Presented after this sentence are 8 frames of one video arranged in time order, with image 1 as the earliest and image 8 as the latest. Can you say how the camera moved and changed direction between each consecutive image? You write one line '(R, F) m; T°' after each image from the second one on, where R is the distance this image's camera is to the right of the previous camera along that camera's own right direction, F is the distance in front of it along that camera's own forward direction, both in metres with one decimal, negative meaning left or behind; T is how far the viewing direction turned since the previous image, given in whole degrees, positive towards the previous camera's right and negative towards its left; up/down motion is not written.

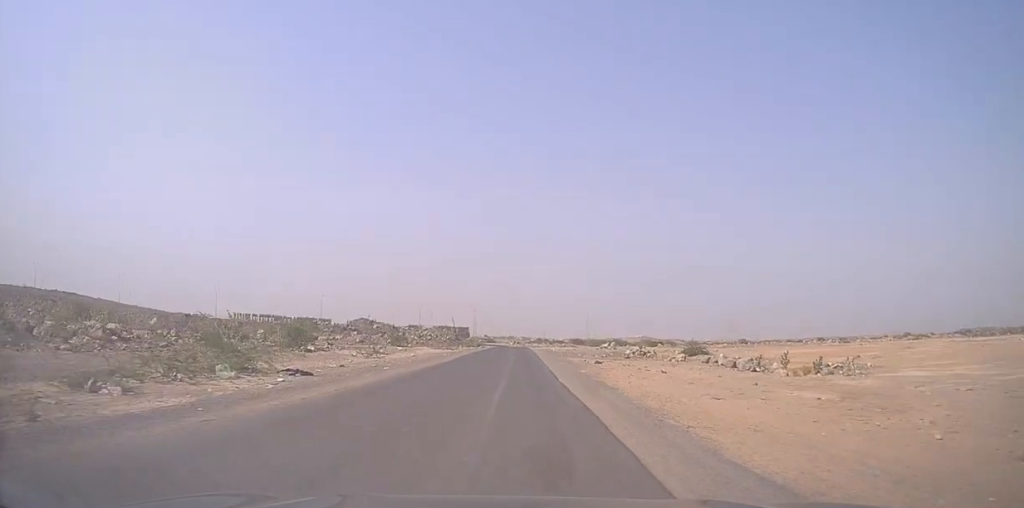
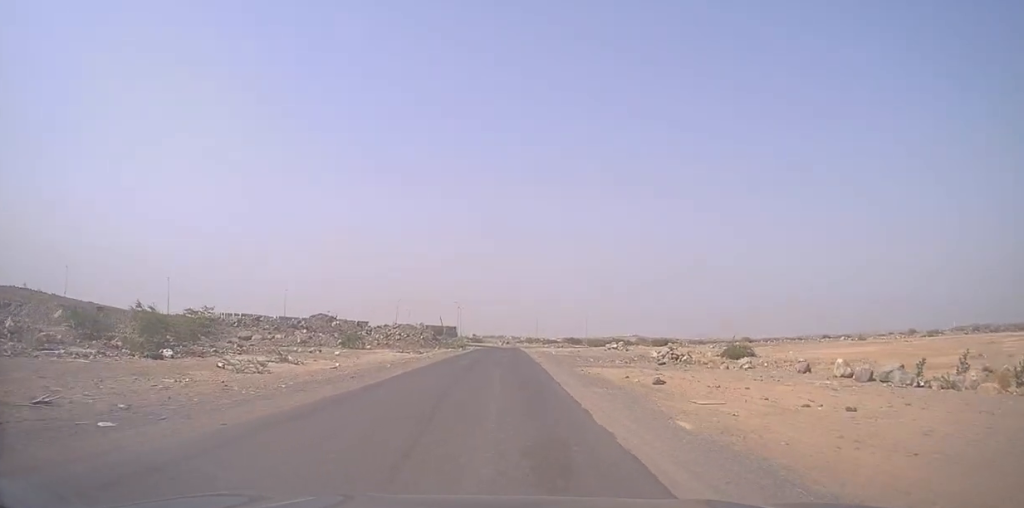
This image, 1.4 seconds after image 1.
(0.0, +20.4) m; 0°
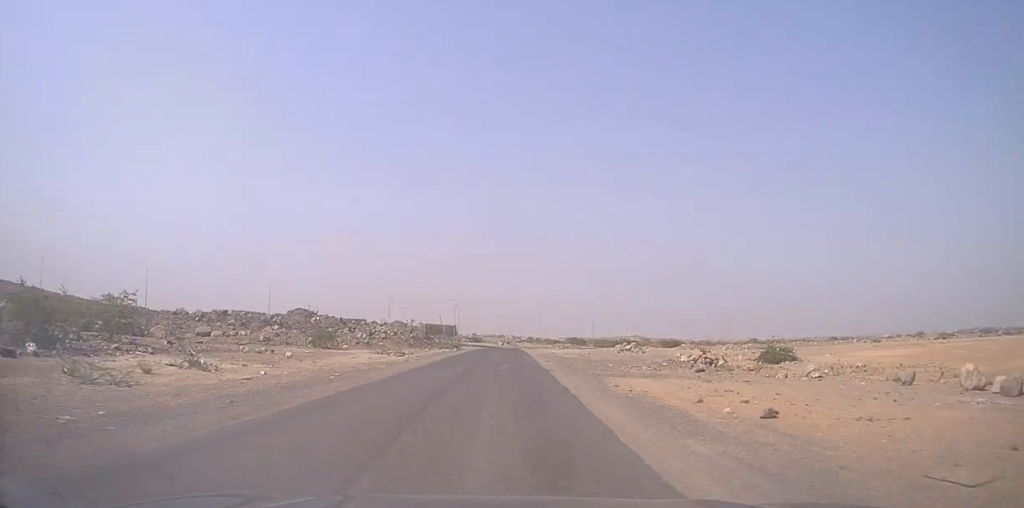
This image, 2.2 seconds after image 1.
(0.0, +10.3) m; +1°
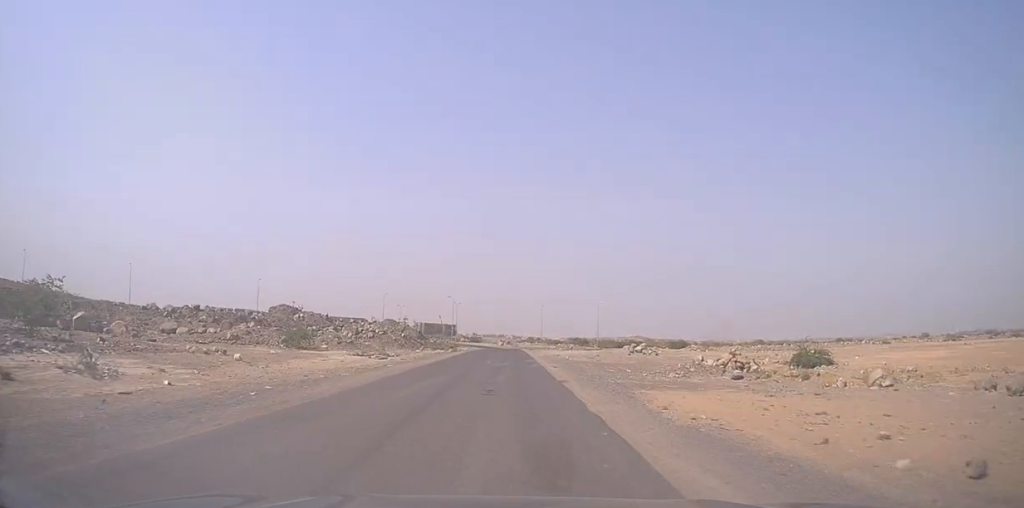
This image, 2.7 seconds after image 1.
(0.0, +7.0) m; 0°
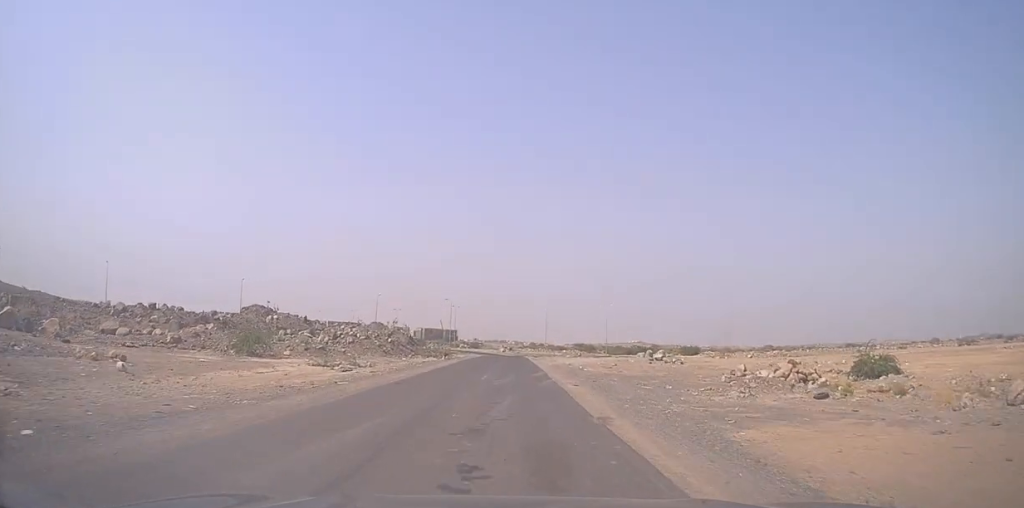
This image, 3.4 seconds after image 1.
(+0.3, +9.7) m; -1°
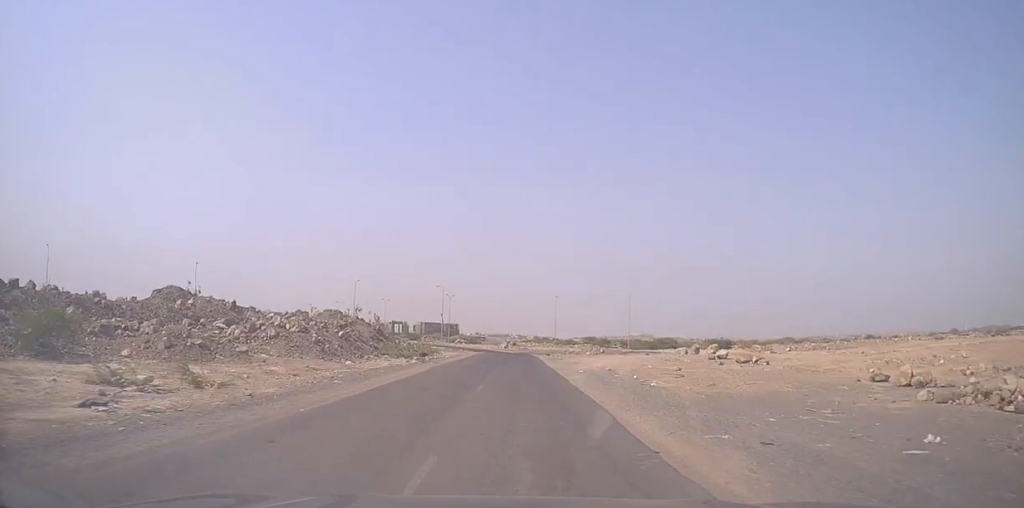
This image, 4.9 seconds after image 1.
(-1.1, +20.7) m; -2°
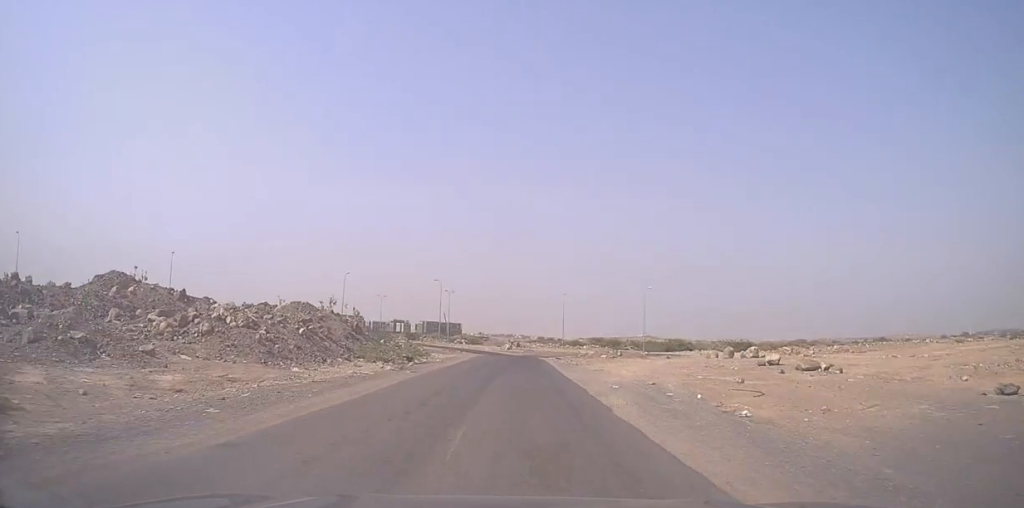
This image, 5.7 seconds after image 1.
(+0.1, +9.9) m; +2°
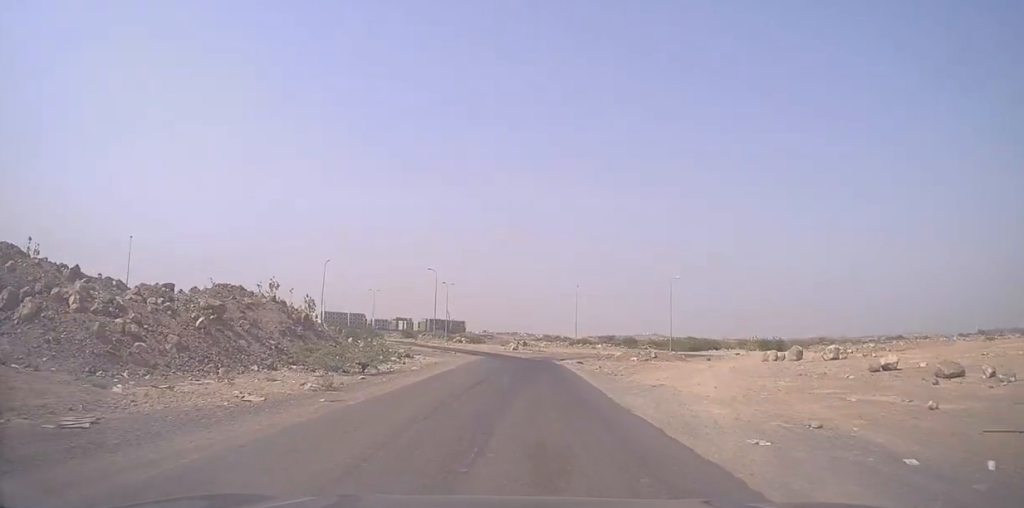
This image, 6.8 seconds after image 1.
(+0.5, +13.8) m; 0°
